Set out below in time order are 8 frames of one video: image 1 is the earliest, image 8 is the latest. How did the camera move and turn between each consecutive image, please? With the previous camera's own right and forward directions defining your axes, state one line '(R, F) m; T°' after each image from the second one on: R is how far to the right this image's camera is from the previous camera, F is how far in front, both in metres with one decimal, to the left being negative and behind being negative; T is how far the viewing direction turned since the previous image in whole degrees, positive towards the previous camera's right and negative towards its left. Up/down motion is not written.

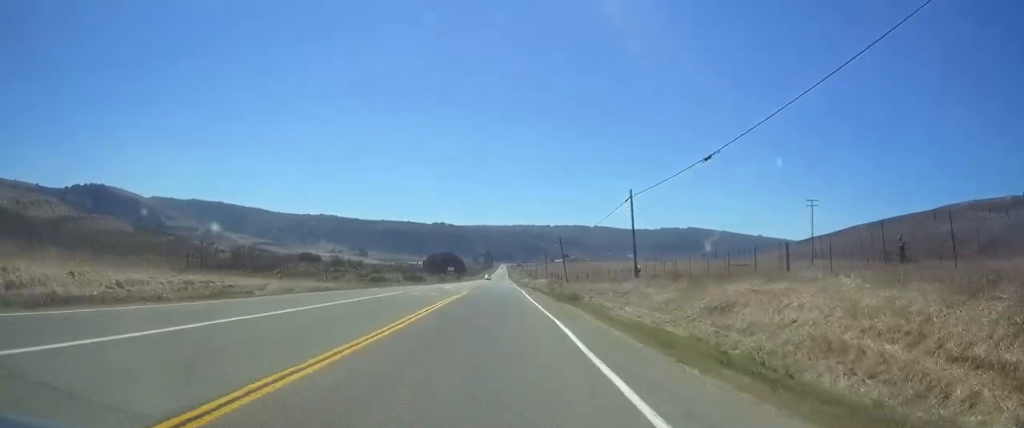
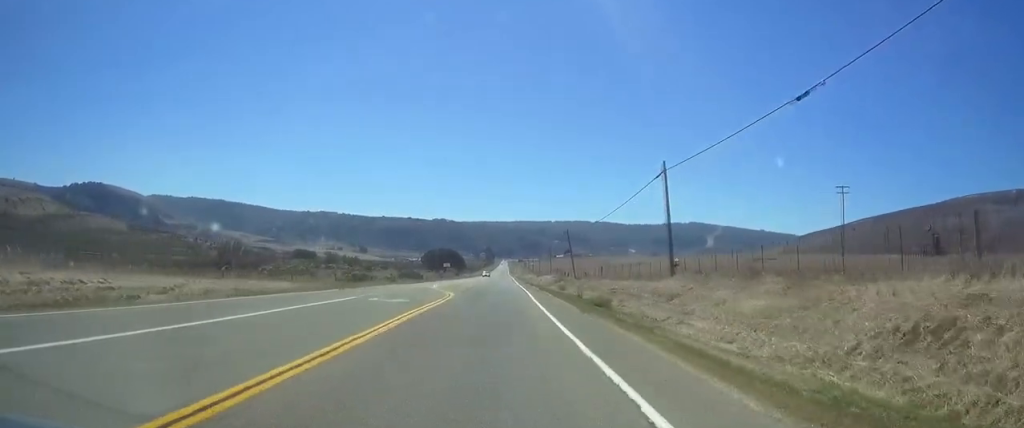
(0.0, +12.3) m; 0°
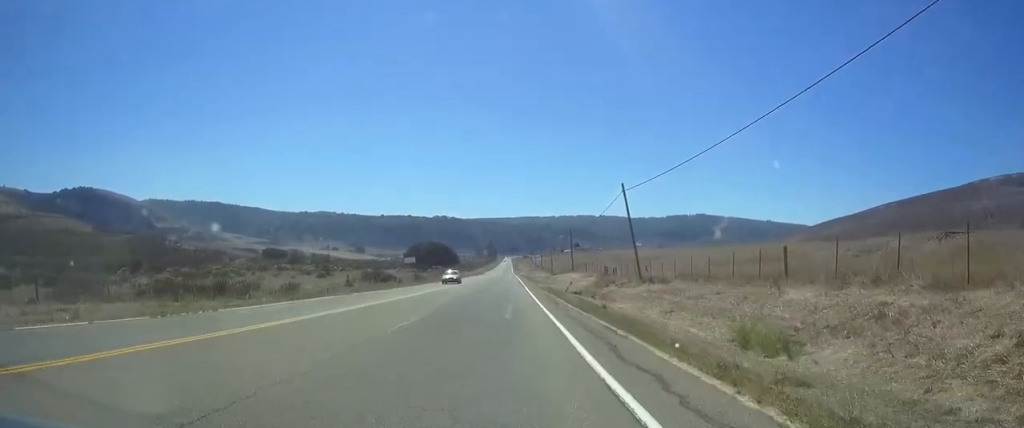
(0.0, +50.6) m; 0°
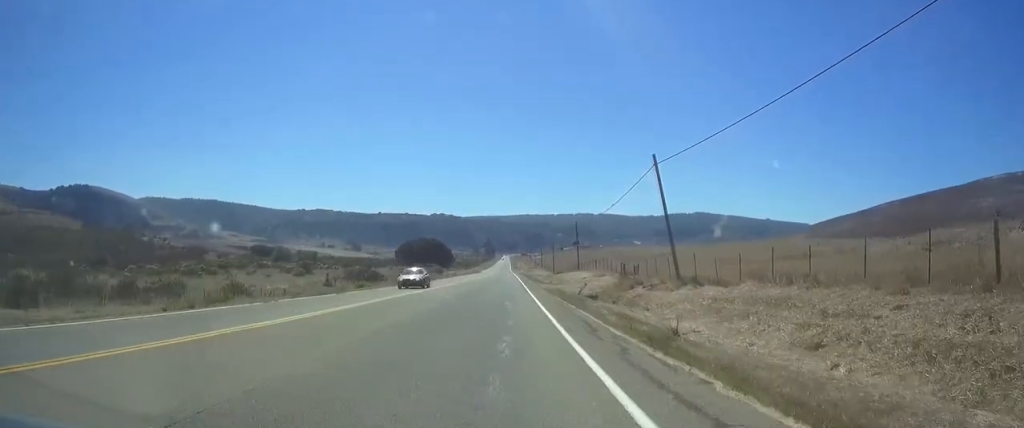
(0.0, +12.9) m; 0°
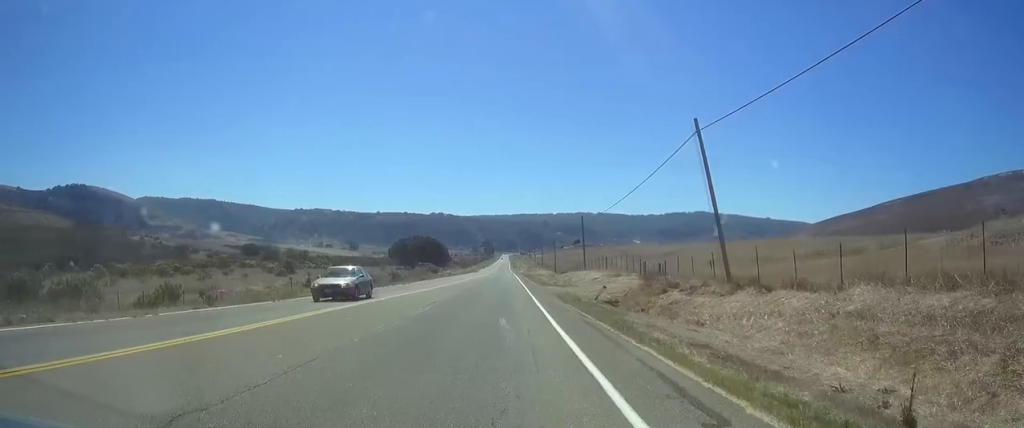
(0.0, +10.1) m; 0°
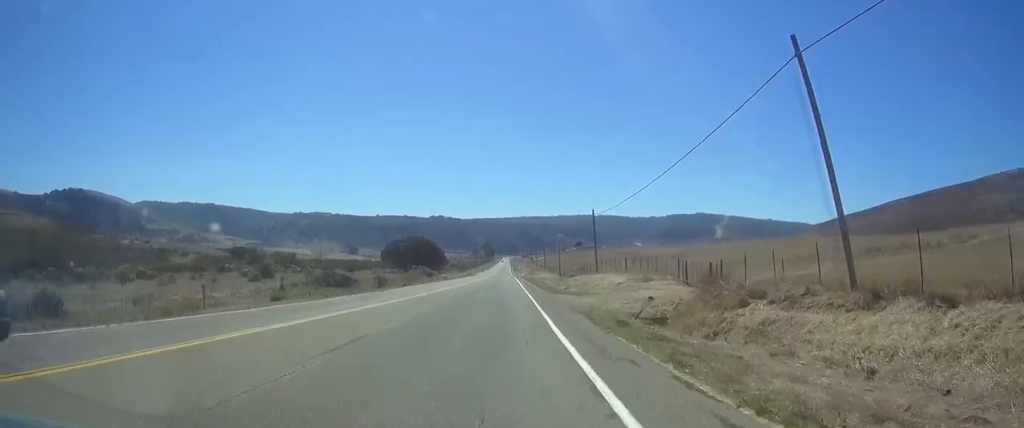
(0.0, +12.3) m; 0°
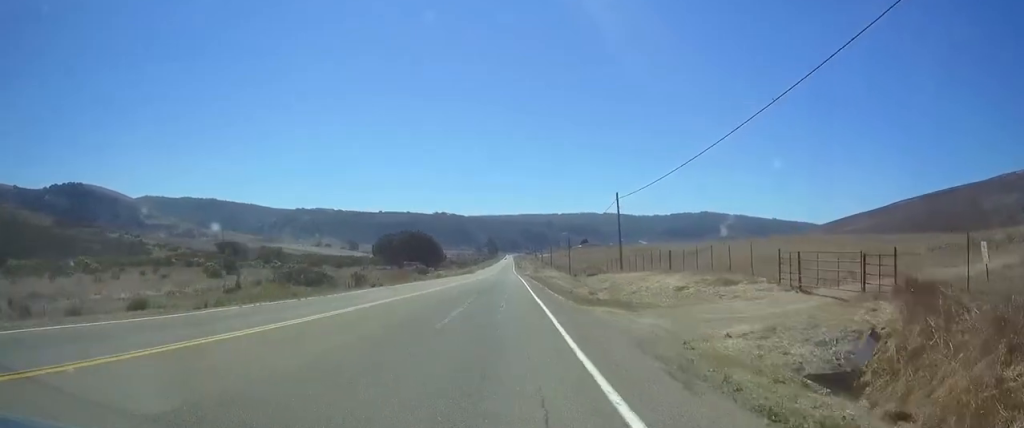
(0.0, +16.1) m; 0°
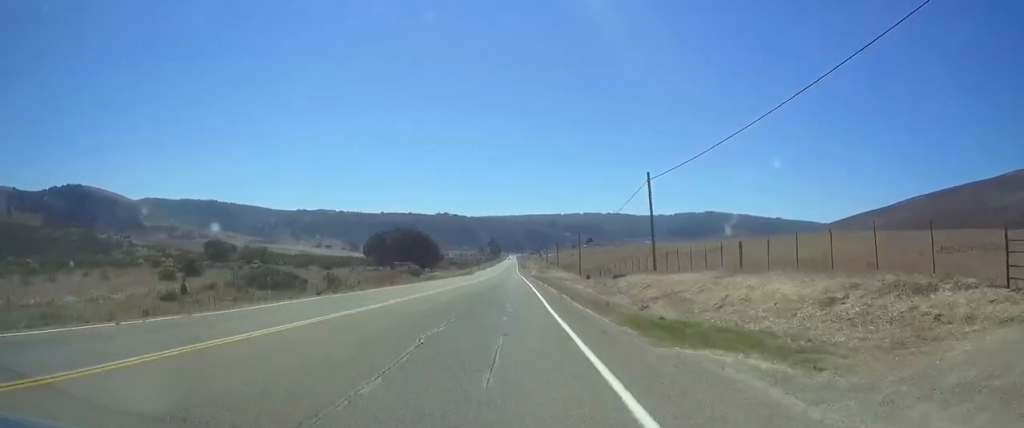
(0.0, +14.0) m; 0°
